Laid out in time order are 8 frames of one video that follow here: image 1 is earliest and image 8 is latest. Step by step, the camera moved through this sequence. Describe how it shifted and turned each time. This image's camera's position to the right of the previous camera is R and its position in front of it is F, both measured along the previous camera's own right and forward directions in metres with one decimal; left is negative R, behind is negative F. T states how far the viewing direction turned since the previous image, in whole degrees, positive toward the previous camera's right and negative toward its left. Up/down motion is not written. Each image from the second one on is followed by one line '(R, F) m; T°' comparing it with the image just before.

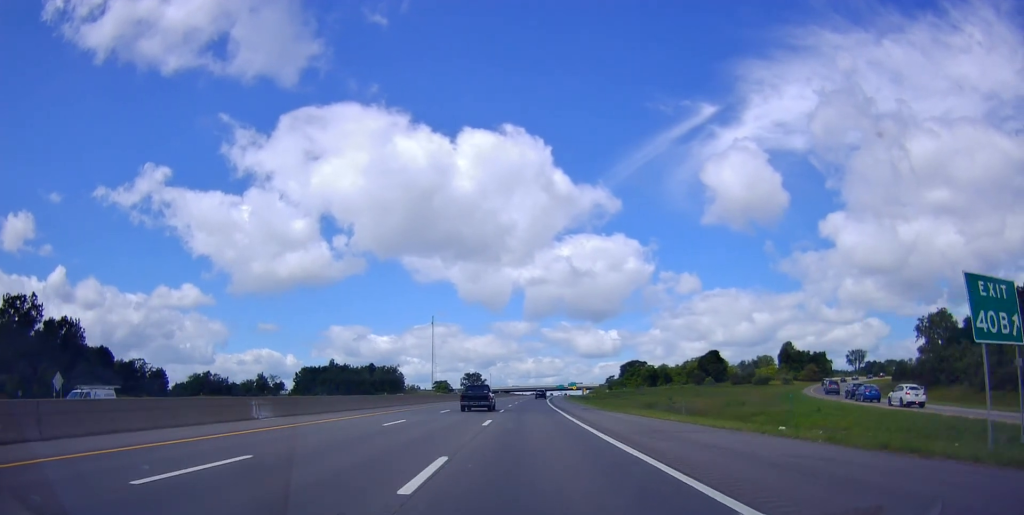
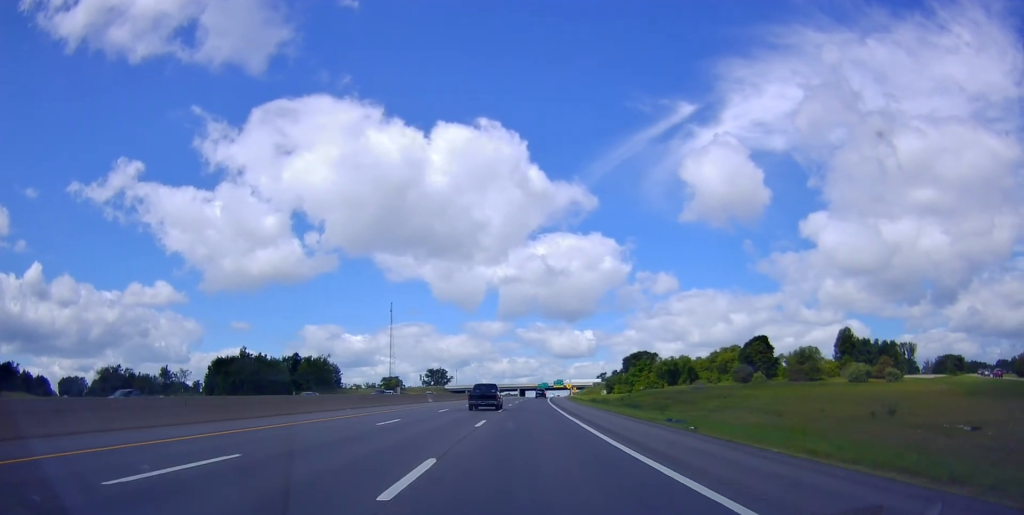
(+0.7, +75.8) m; +2°
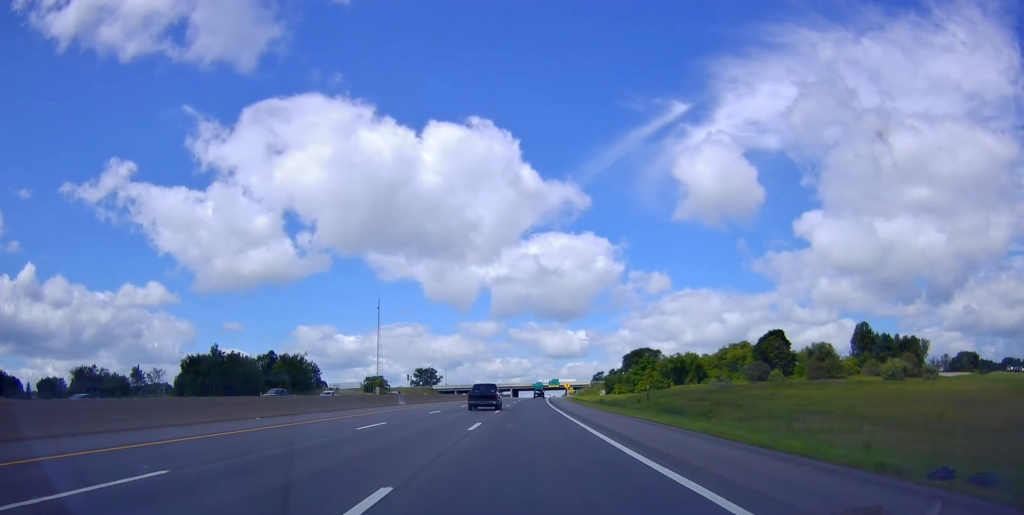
(+0.3, +17.4) m; +1°
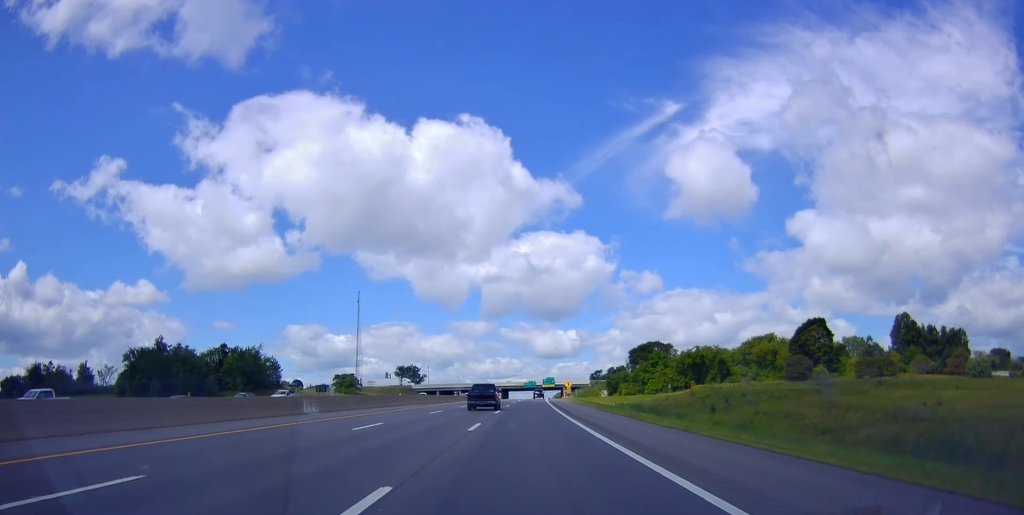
(+0.6, +30.6) m; +1°
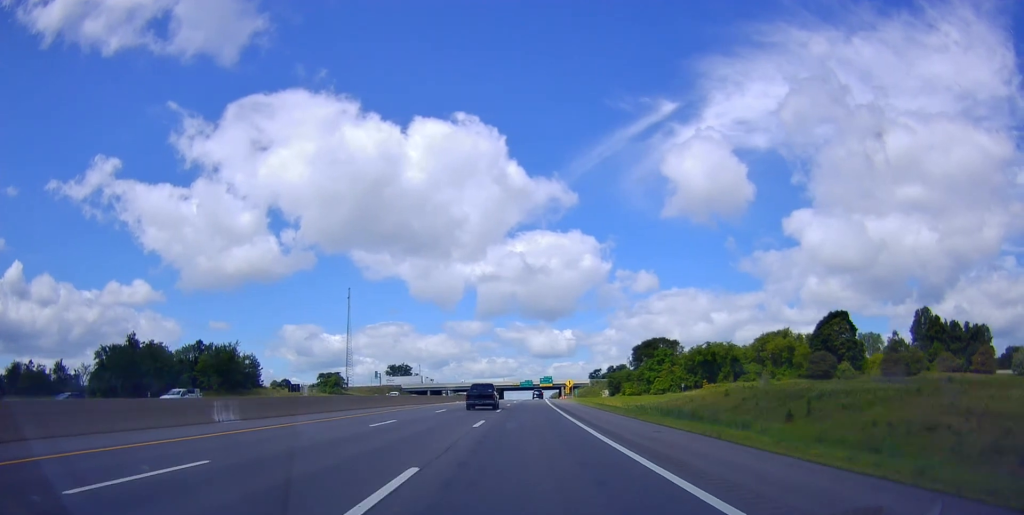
(+0.2, +13.3) m; 0°
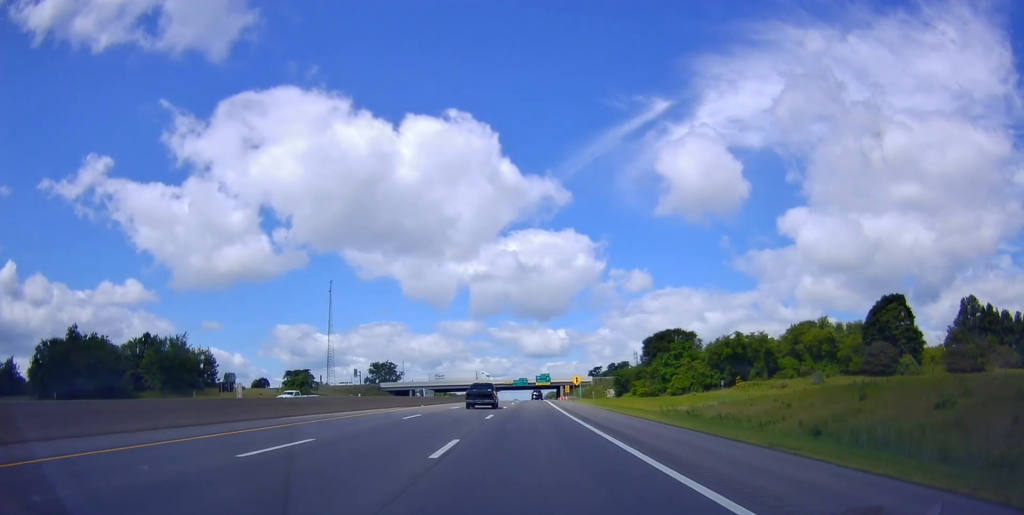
(-0.4, +25.3) m; +1°
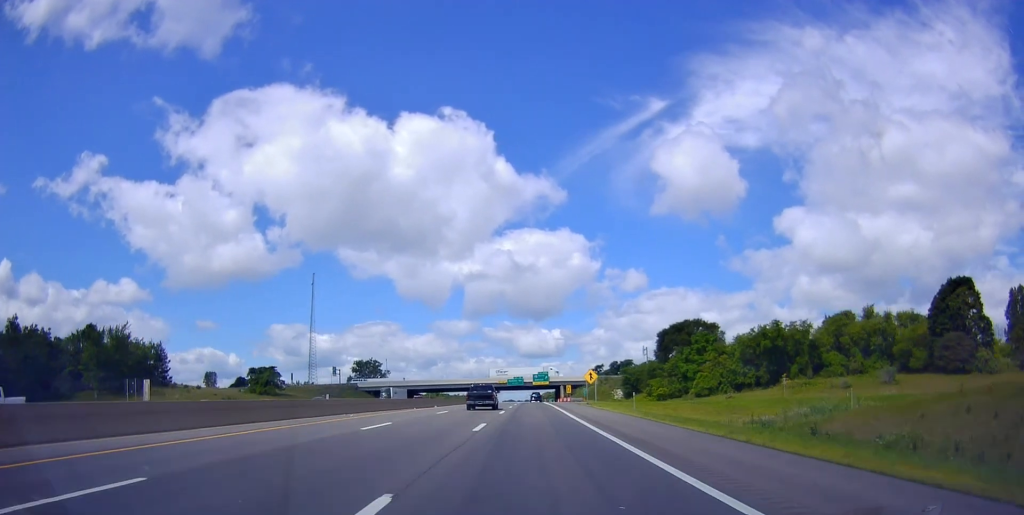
(+0.5, +23.1) m; +1°
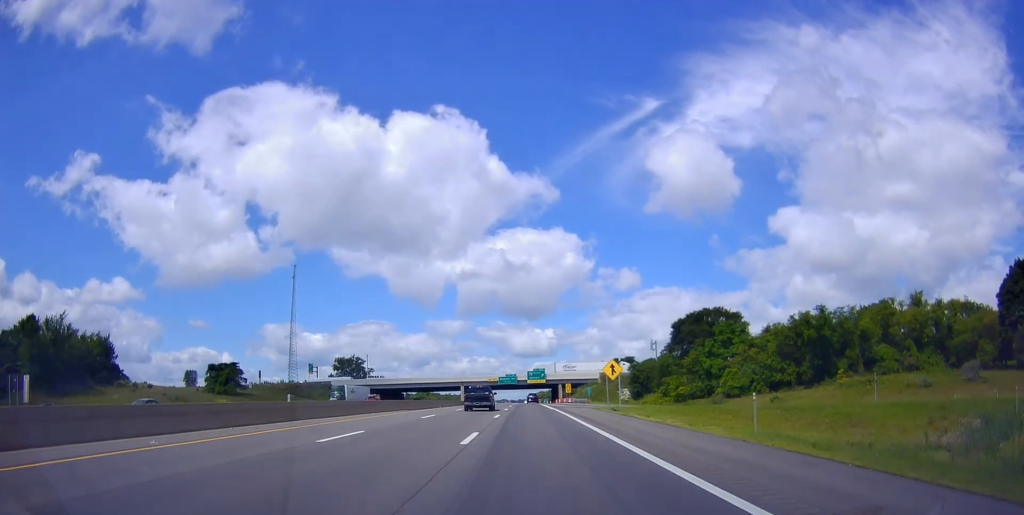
(+0.3, +20.0) m; +1°
